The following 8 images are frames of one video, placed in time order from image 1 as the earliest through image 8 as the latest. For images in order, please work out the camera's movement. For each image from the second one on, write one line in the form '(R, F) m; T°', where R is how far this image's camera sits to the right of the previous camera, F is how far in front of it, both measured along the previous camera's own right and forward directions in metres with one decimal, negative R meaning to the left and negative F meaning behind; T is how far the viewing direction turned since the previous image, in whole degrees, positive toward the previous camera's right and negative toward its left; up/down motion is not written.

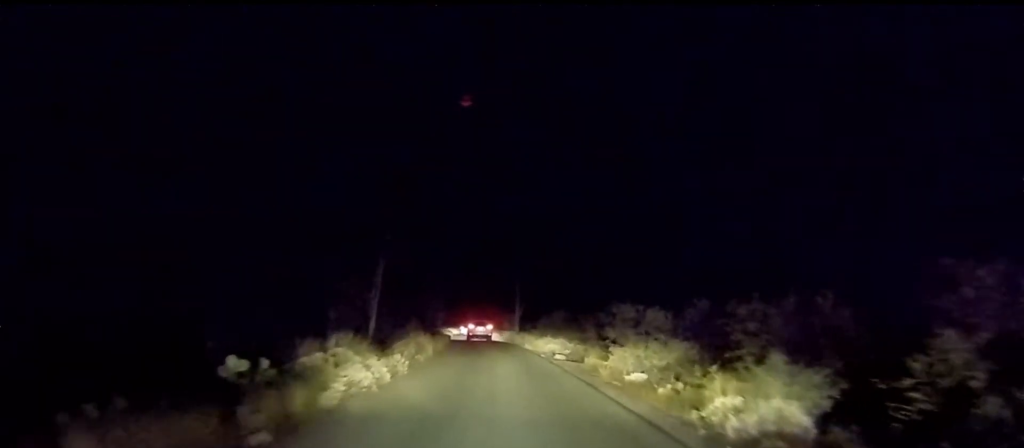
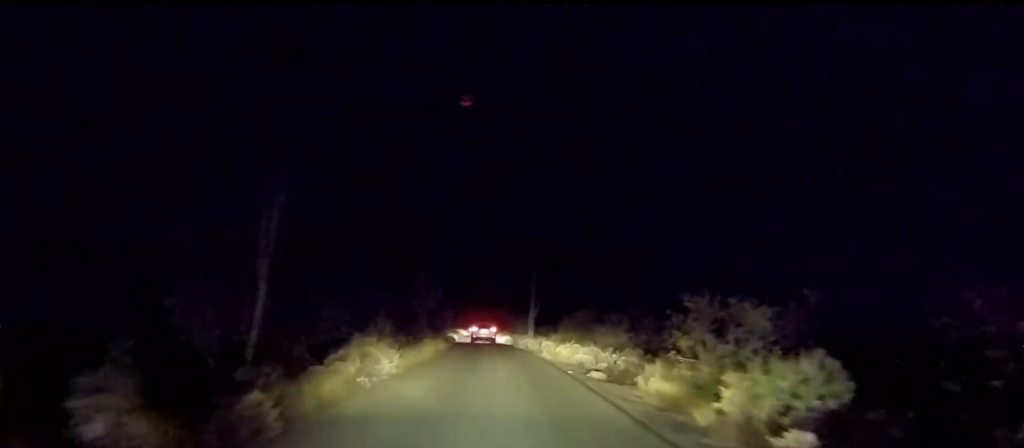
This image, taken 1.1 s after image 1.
(+0.2, +7.1) m; -2°
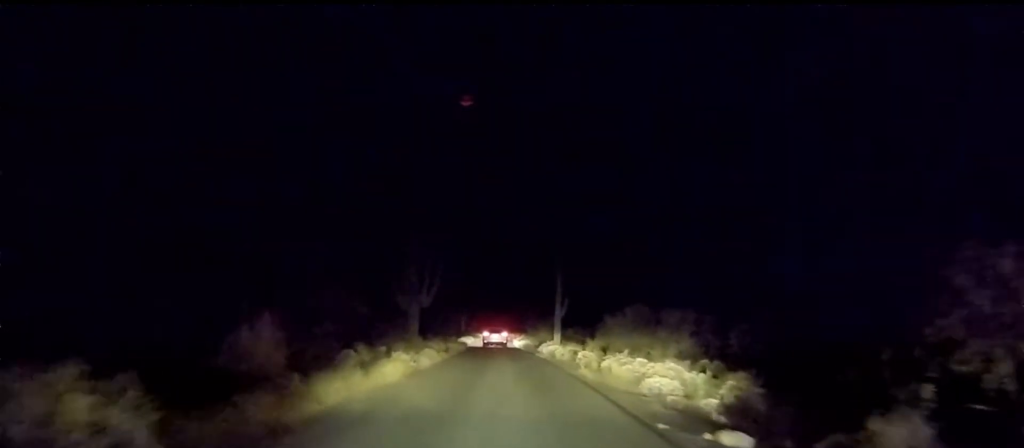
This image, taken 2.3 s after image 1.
(-0.6, +8.2) m; -6°
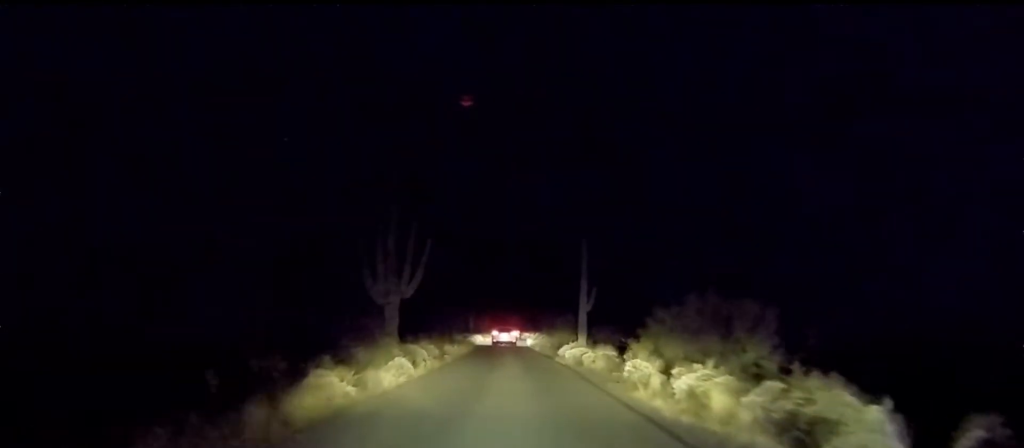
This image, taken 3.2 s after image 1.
(0.0, +6.4) m; 0°
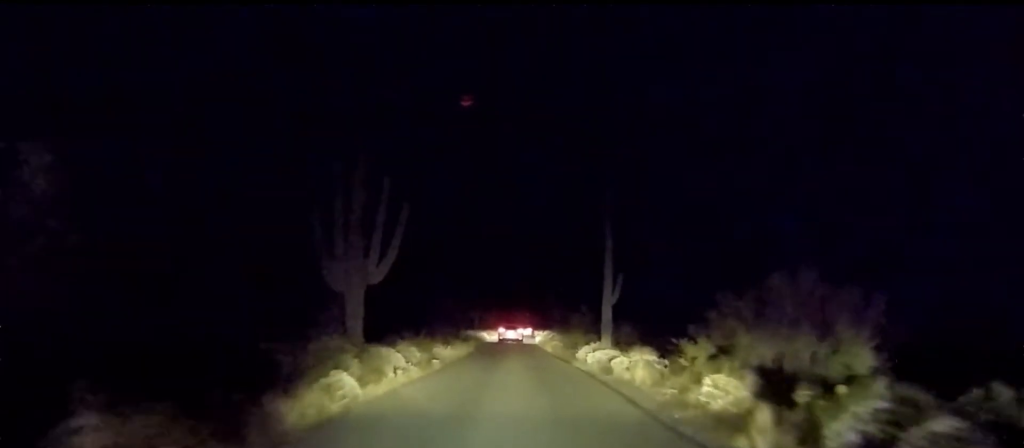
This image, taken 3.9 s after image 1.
(0.0, +4.6) m; 0°
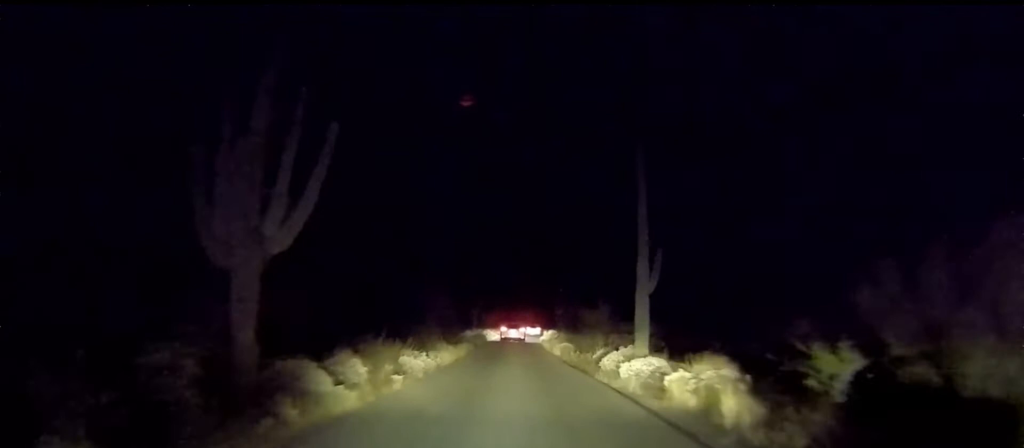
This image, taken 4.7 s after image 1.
(0.0, +5.4) m; 0°
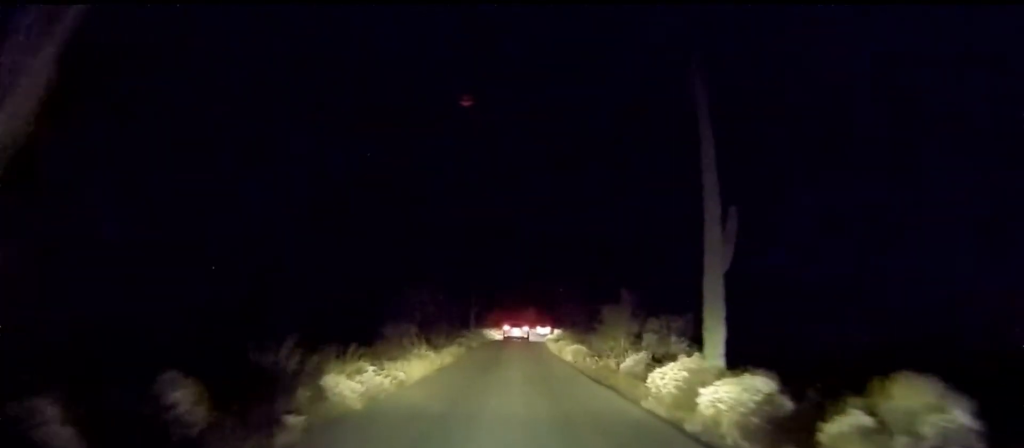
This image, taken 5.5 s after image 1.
(0.0, +5.2) m; 0°
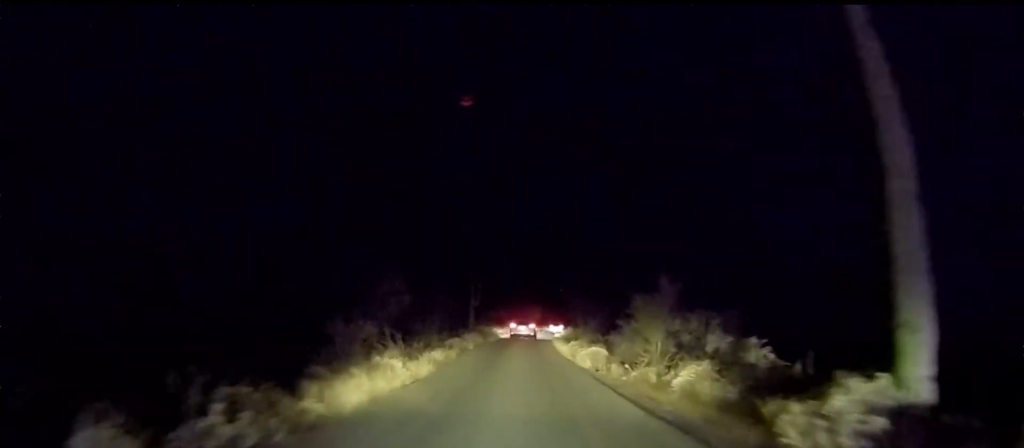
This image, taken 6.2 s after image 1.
(0.0, +4.8) m; 0°
